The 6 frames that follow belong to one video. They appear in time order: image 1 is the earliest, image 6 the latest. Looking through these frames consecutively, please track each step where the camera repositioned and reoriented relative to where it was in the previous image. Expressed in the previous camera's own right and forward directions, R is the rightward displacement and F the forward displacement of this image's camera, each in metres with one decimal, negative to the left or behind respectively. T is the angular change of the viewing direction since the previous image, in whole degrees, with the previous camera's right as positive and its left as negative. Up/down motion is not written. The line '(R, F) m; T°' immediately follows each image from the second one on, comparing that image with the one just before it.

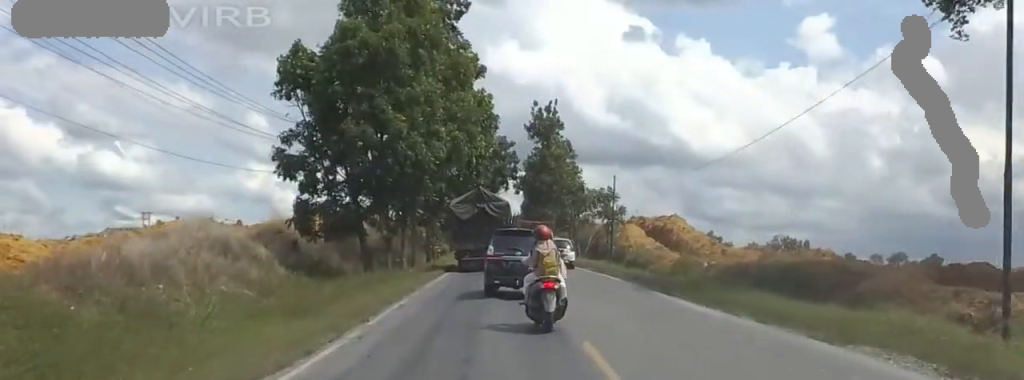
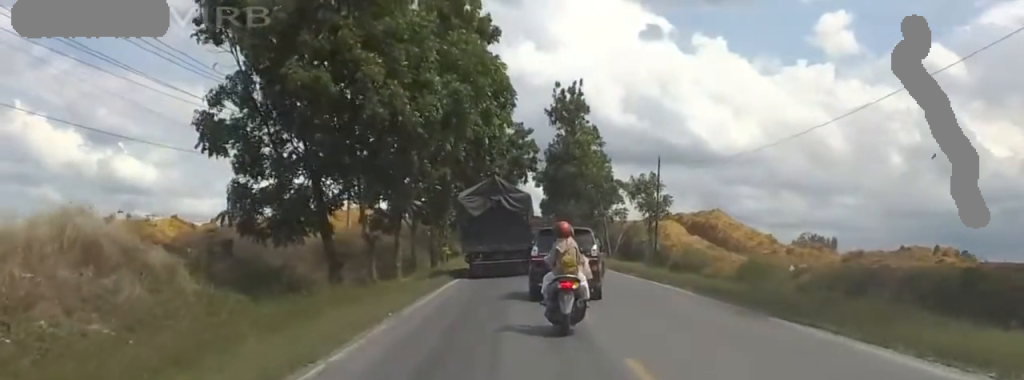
(0.0, +14.7) m; 0°
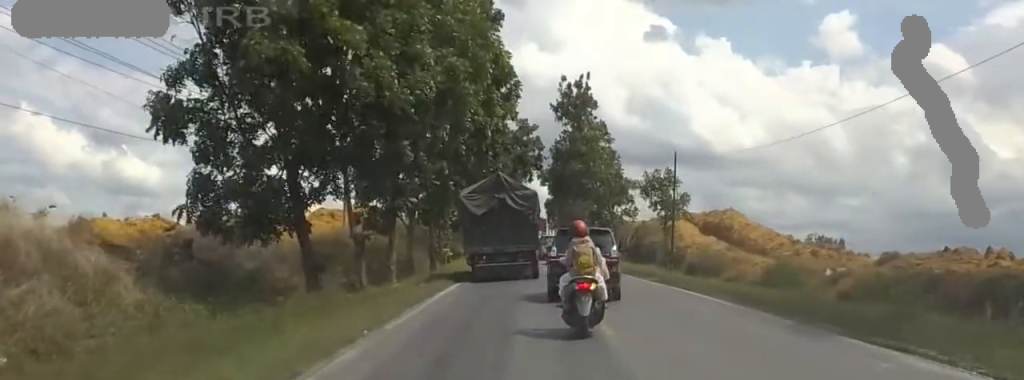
(0.0, +4.7) m; 0°
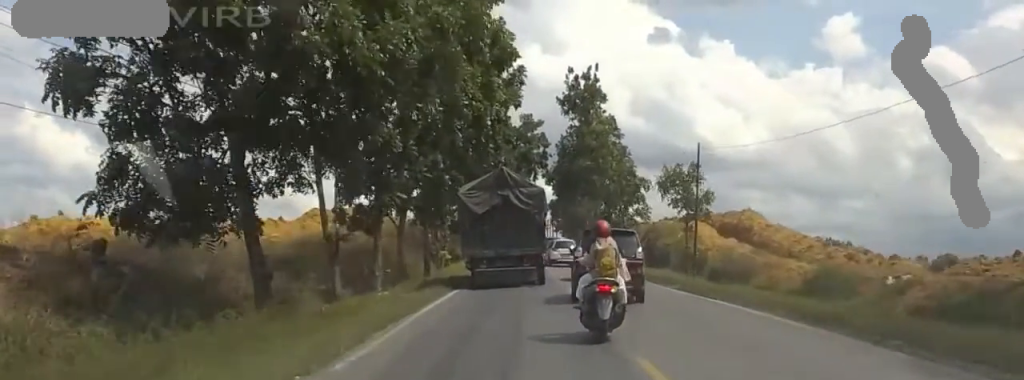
(0.0, +6.4) m; -3°
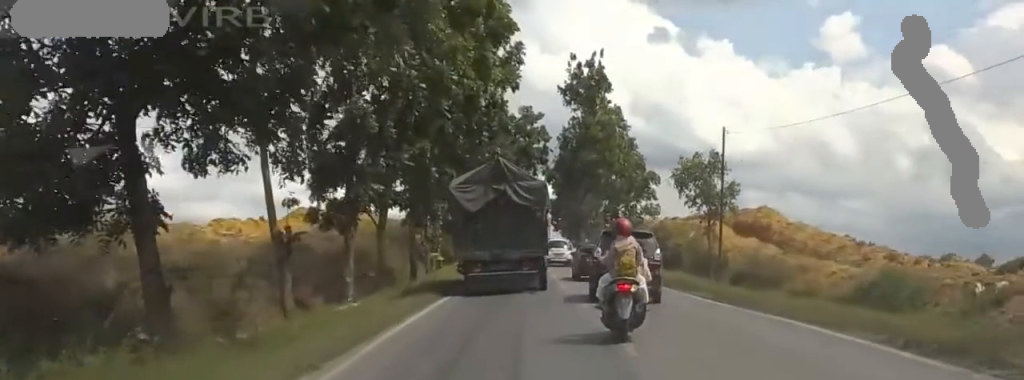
(+0.1, +6.7) m; -4°
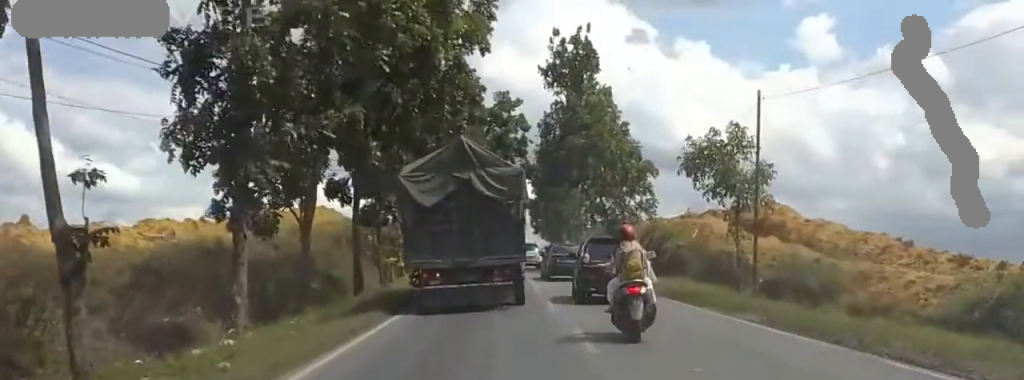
(-1.2, +10.8) m; -12°
